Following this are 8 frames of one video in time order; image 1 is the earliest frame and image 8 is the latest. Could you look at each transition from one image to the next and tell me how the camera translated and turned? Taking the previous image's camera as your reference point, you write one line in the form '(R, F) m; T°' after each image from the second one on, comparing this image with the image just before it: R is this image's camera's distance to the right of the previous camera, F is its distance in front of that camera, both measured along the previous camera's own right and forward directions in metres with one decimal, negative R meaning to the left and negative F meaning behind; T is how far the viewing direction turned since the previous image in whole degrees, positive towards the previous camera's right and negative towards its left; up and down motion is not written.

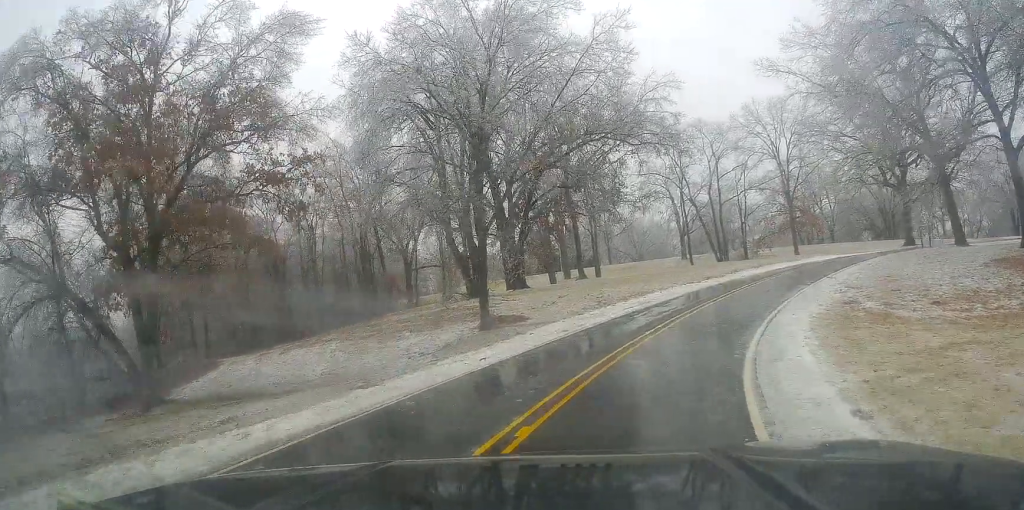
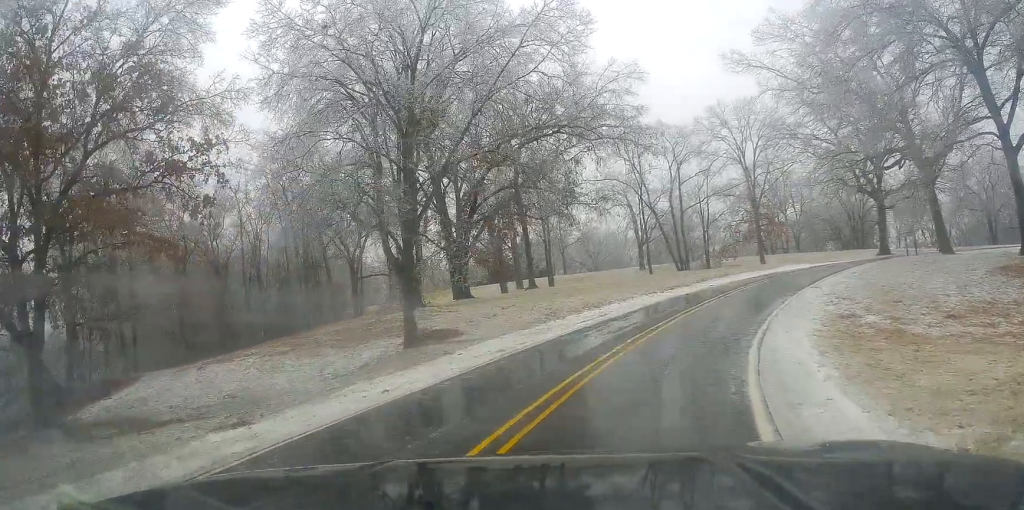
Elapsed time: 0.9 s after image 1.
(+0.9, +3.8) m; +7°
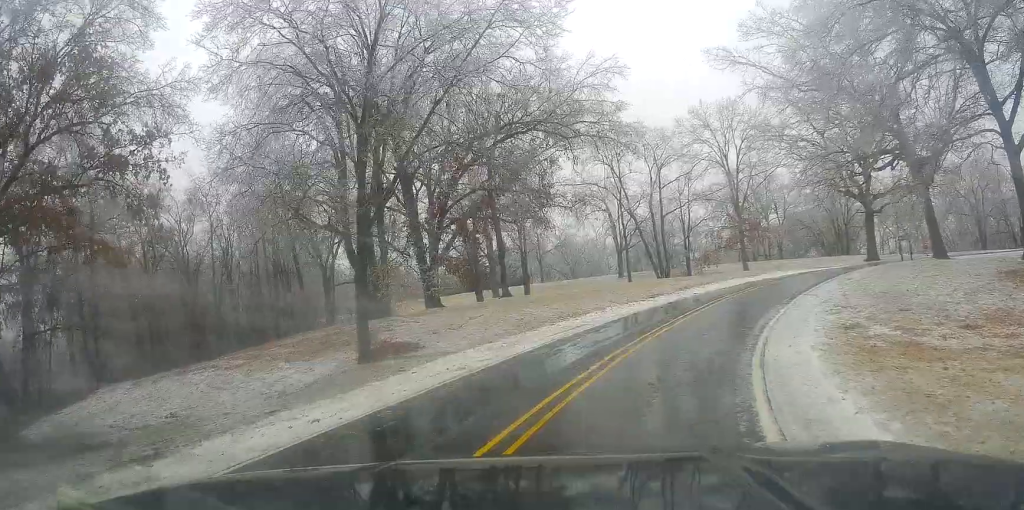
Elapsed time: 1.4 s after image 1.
(-0.2, +2.2) m; +1°
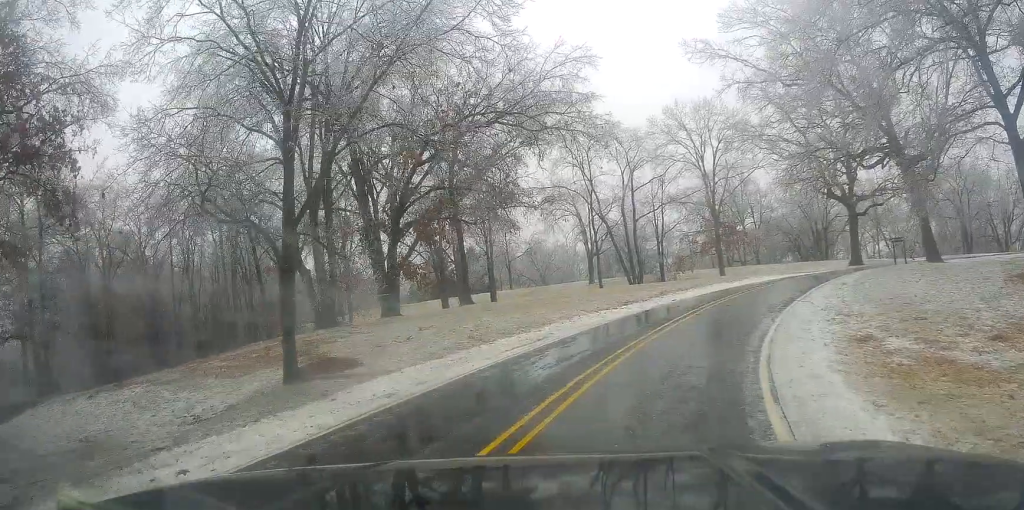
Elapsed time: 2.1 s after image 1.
(-0.1, +3.0) m; +3°
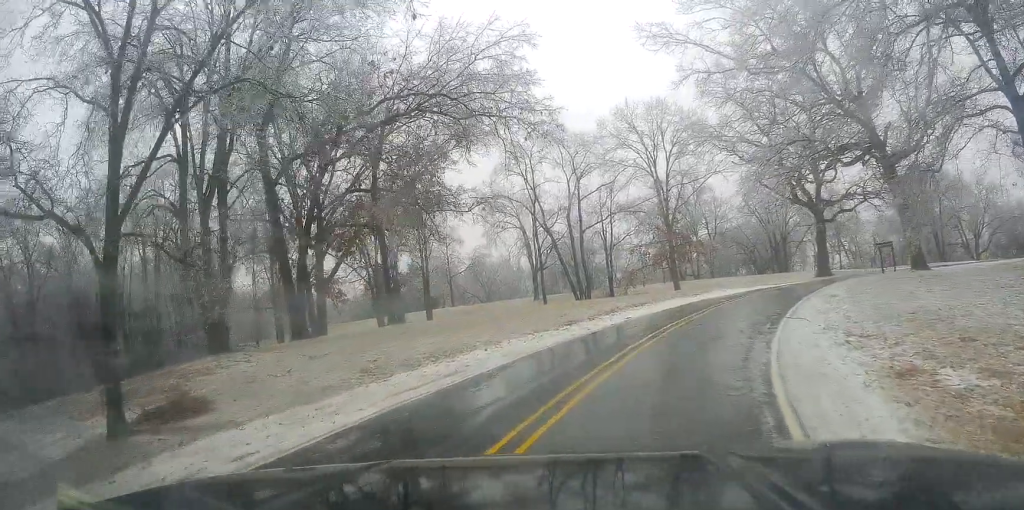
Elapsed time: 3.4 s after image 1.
(+0.6, +5.3) m; +7°
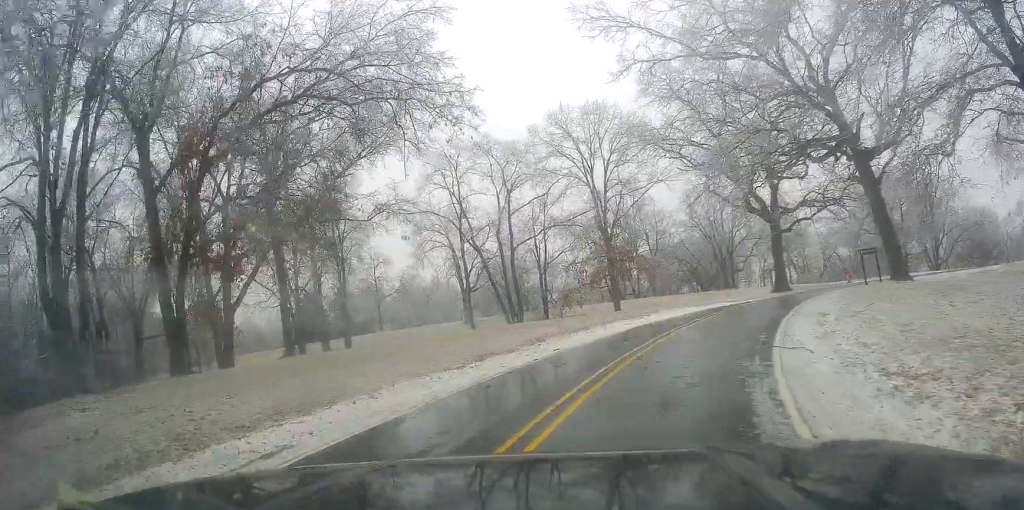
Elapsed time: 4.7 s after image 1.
(+0.1, +5.8) m; +8°
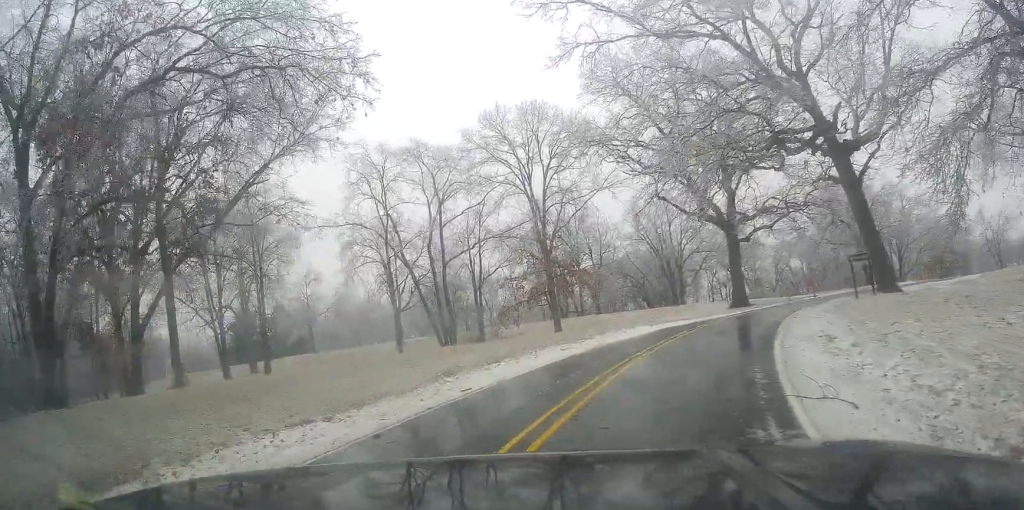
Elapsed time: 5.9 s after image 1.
(+0.6, +5.4) m; +5°
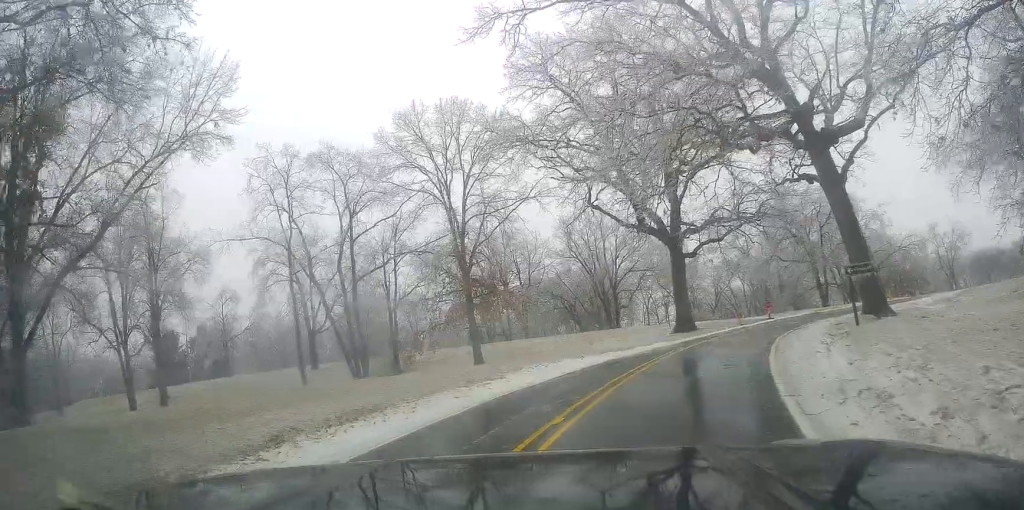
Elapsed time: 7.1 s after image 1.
(-0.5, +6.2) m; -6°
